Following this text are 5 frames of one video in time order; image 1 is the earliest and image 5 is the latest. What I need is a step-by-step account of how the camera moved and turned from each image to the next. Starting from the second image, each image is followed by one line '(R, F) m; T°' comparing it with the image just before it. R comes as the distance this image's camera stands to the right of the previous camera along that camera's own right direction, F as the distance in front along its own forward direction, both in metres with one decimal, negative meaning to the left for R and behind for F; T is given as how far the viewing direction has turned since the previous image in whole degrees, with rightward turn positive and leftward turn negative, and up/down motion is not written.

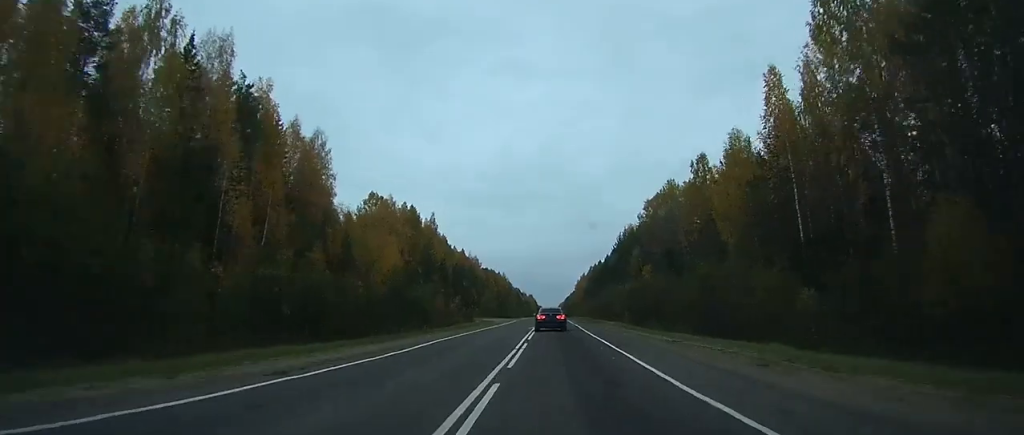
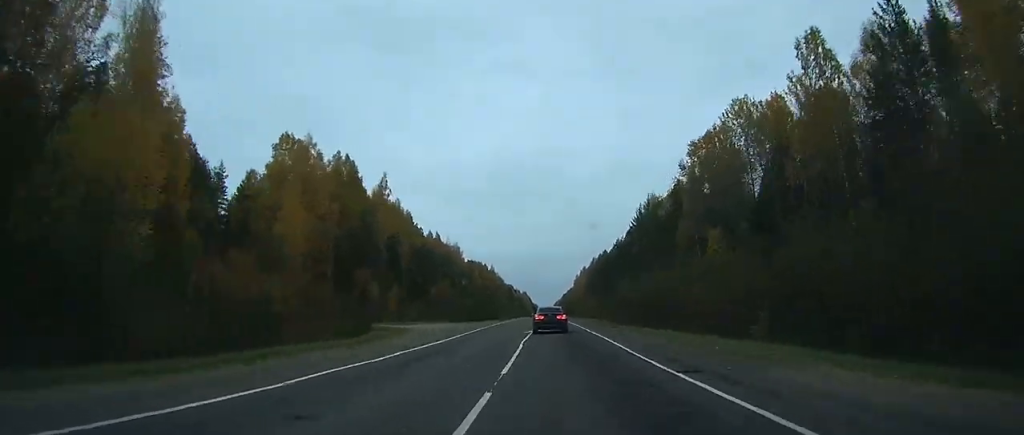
(0.0, +42.9) m; 0°
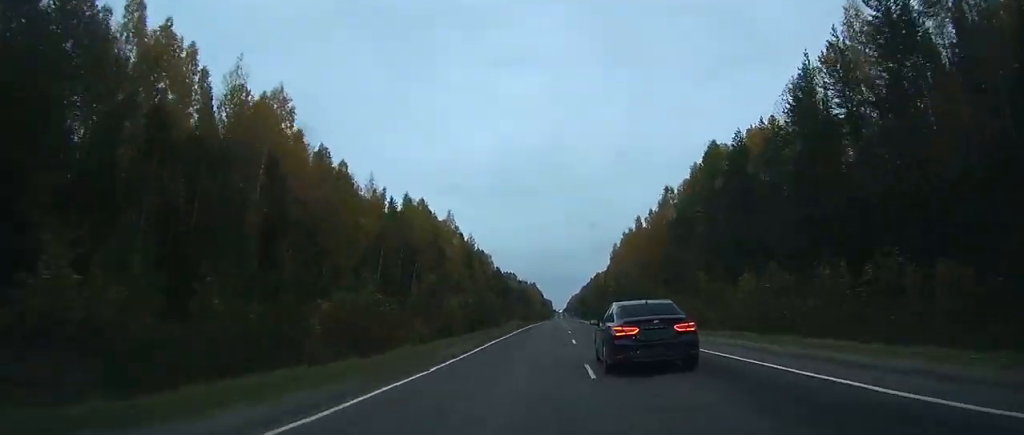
(-0.6, +141.4) m; 0°
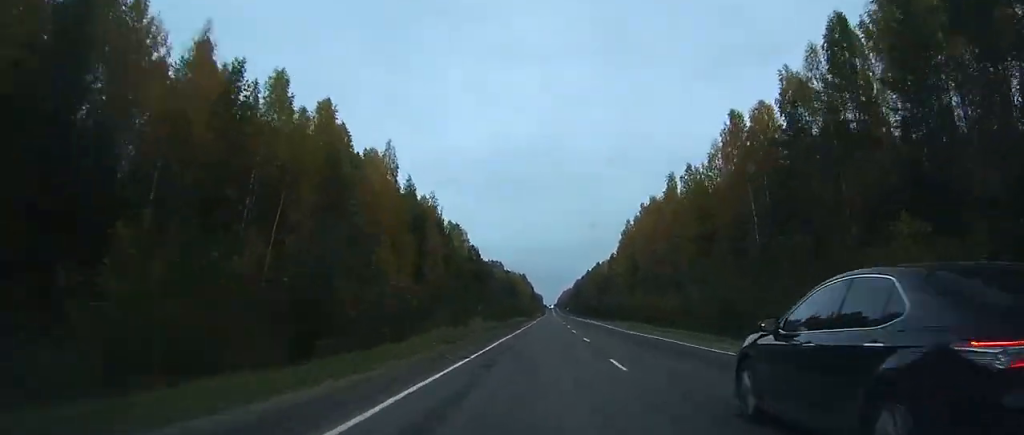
(+0.1, +48.1) m; 0°
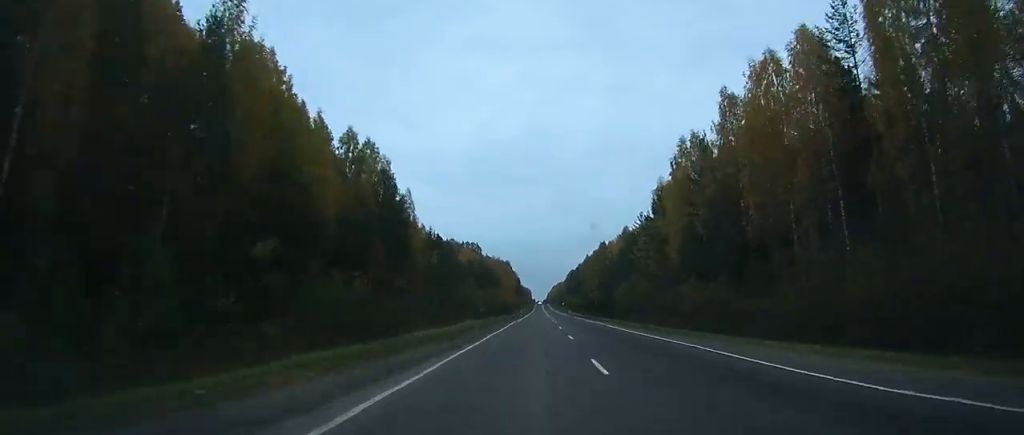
(+0.6, +73.7) m; +1°
